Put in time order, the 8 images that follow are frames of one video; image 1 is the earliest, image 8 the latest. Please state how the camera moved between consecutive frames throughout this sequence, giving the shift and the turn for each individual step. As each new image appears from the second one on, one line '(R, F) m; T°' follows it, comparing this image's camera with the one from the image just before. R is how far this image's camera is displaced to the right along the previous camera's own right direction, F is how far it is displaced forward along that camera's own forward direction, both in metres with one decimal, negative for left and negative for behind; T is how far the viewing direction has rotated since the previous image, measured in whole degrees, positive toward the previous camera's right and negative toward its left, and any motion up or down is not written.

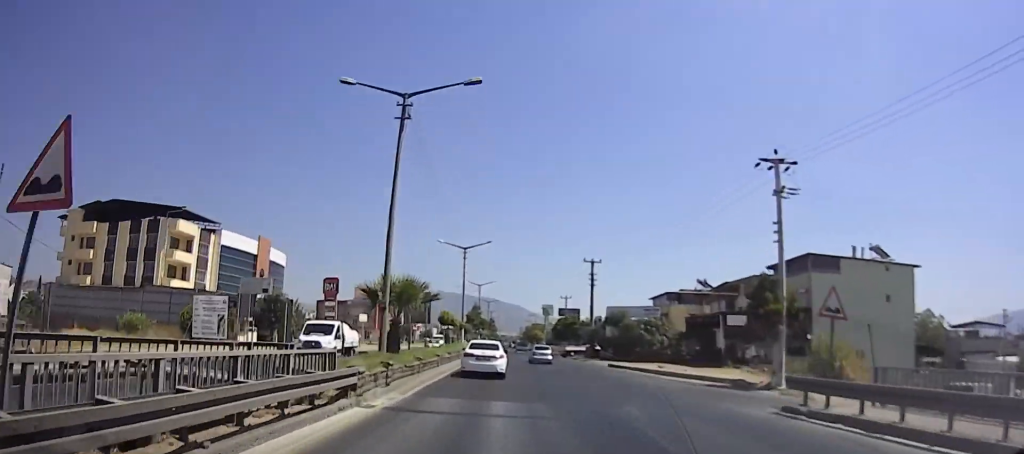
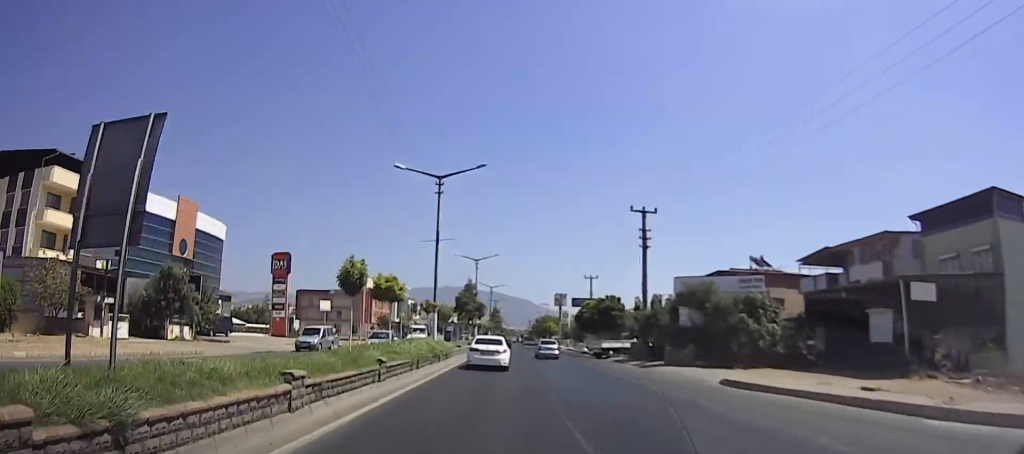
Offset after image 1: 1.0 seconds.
(+0.2, +21.7) m; -2°
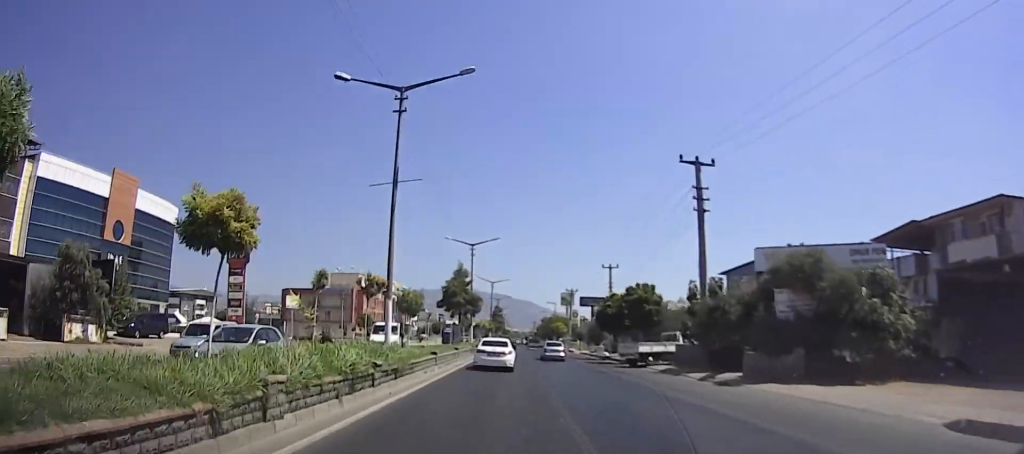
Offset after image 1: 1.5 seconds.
(-0.3, +11.8) m; 0°
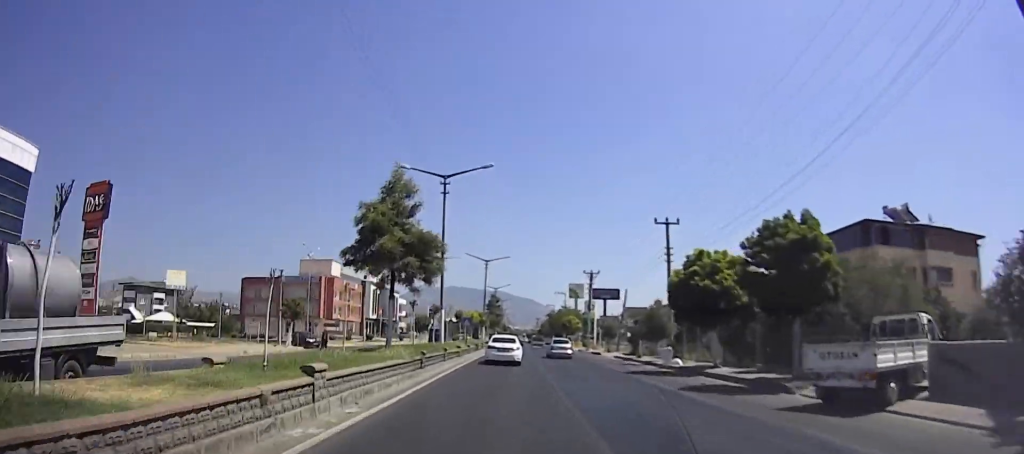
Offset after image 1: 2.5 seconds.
(-0.3, +22.2) m; 0°
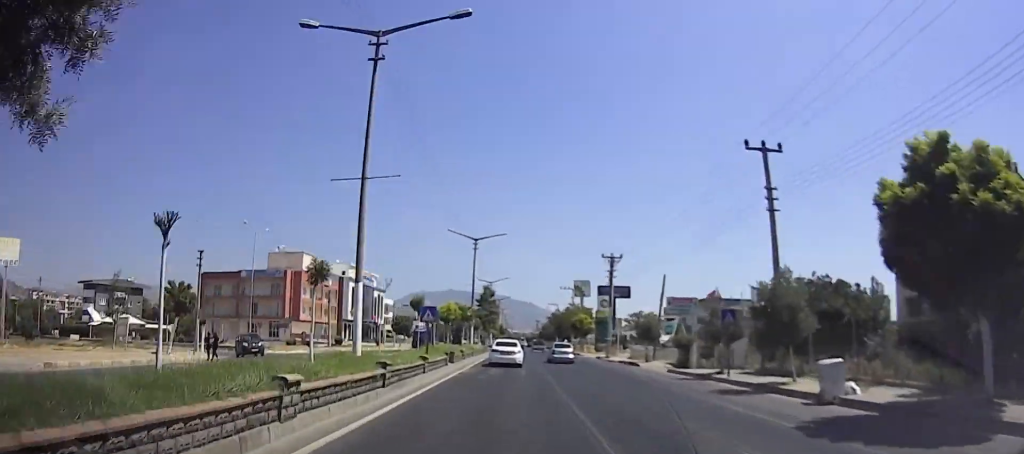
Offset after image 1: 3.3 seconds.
(+0.5, +16.3) m; 0°
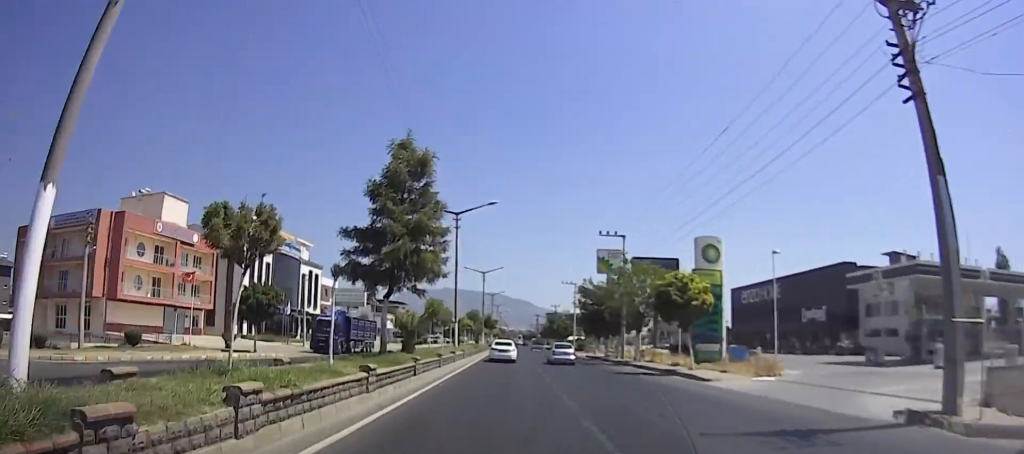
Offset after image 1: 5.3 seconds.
(0.0, +44.1) m; 0°
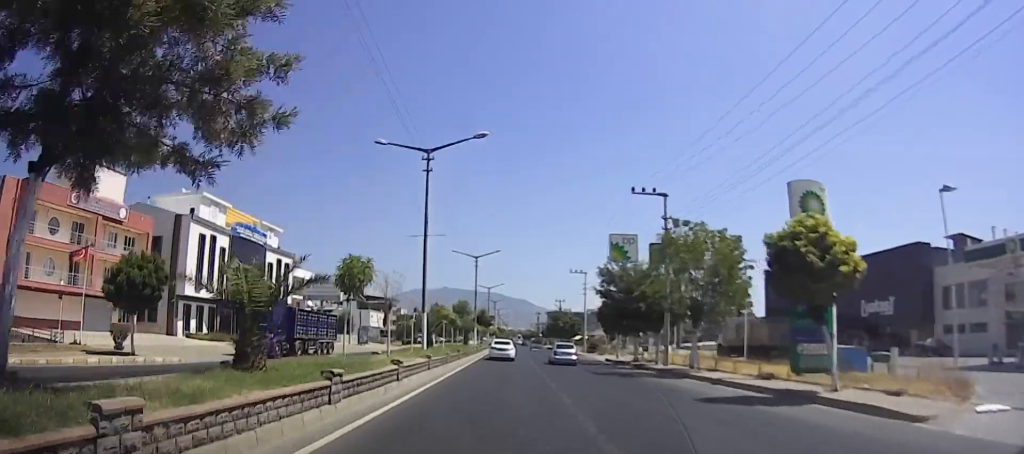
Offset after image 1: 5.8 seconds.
(-0.5, +12.5) m; 0°
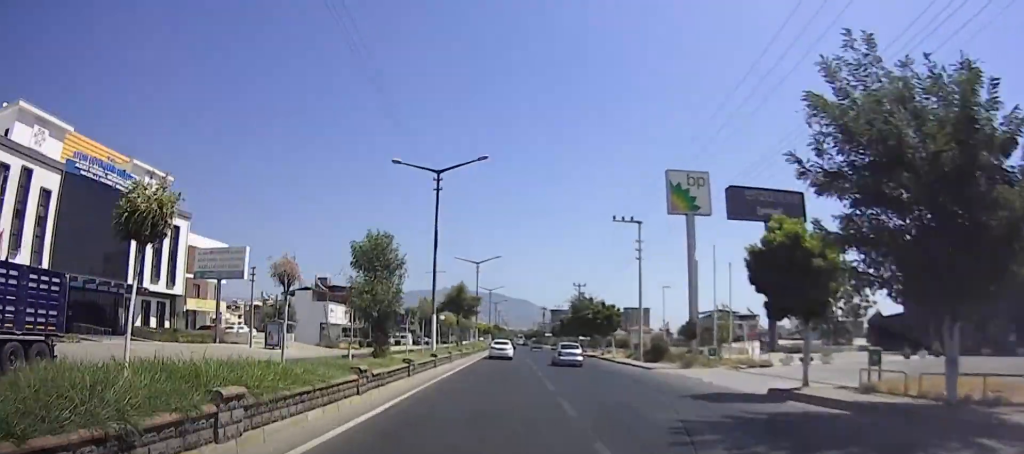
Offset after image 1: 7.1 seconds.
(+0.6, +29.1) m; 0°
